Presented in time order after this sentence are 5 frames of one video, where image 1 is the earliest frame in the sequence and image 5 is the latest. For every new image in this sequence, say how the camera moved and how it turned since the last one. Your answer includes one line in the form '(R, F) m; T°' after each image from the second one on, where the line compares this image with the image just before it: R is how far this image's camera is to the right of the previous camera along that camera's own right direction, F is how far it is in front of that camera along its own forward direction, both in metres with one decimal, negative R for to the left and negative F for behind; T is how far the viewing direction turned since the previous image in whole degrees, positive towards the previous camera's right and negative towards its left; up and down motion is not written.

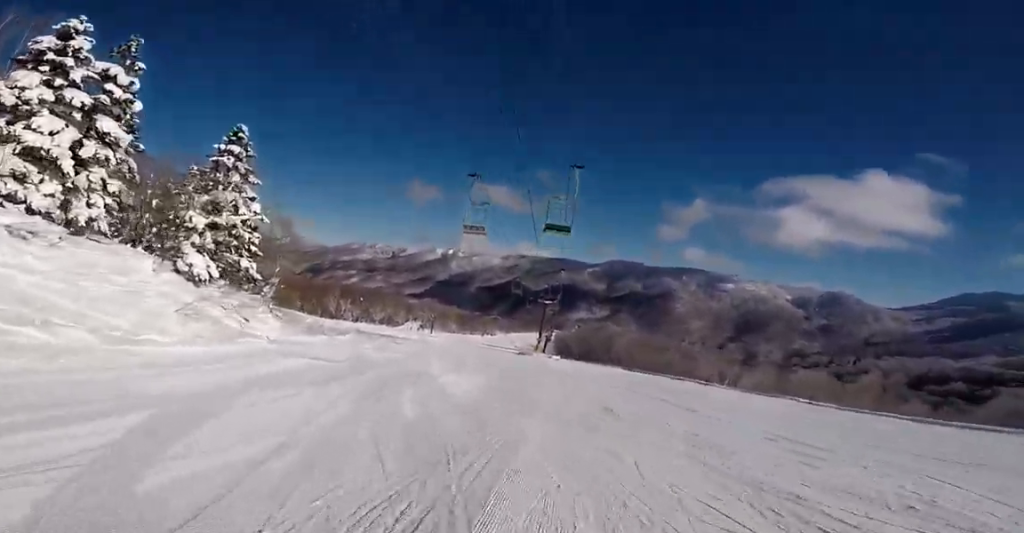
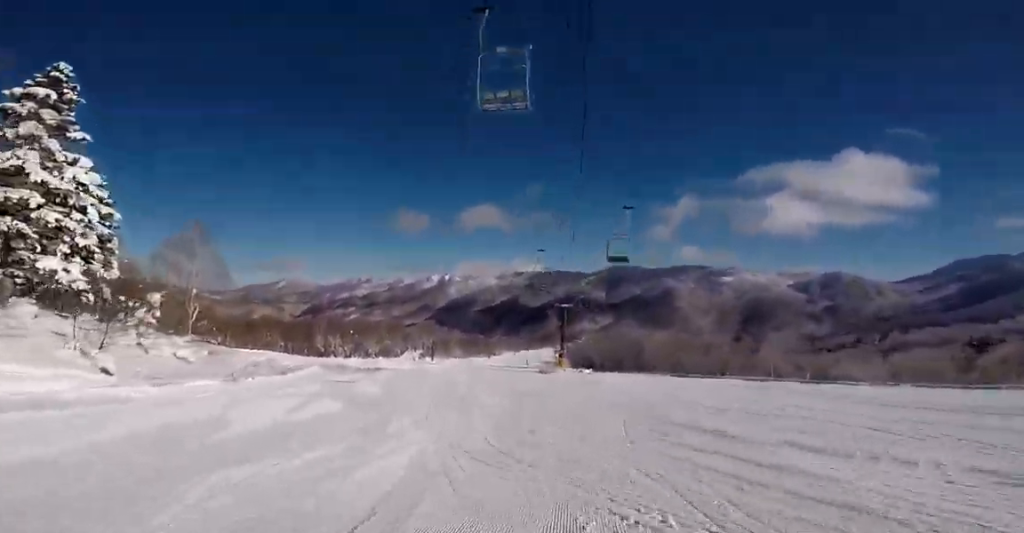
(0.0, +15.2) m; 0°
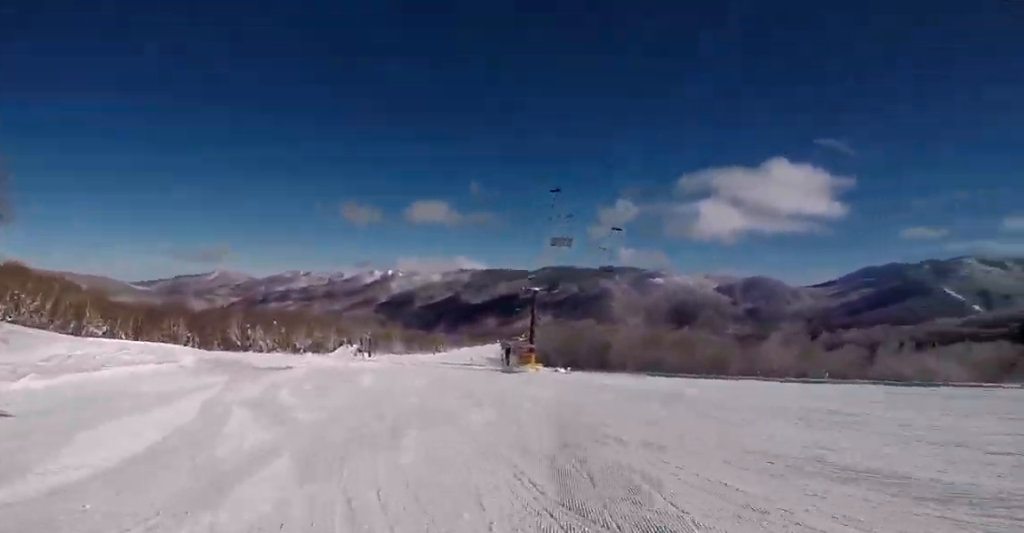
(0.0, +14.5) m; +1°
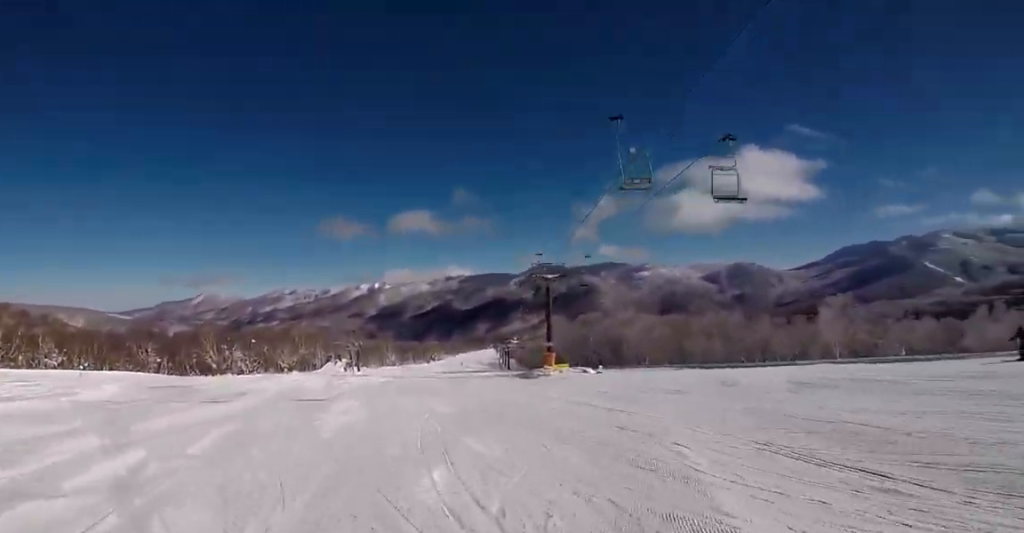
(-0.1, +9.1) m; +2°
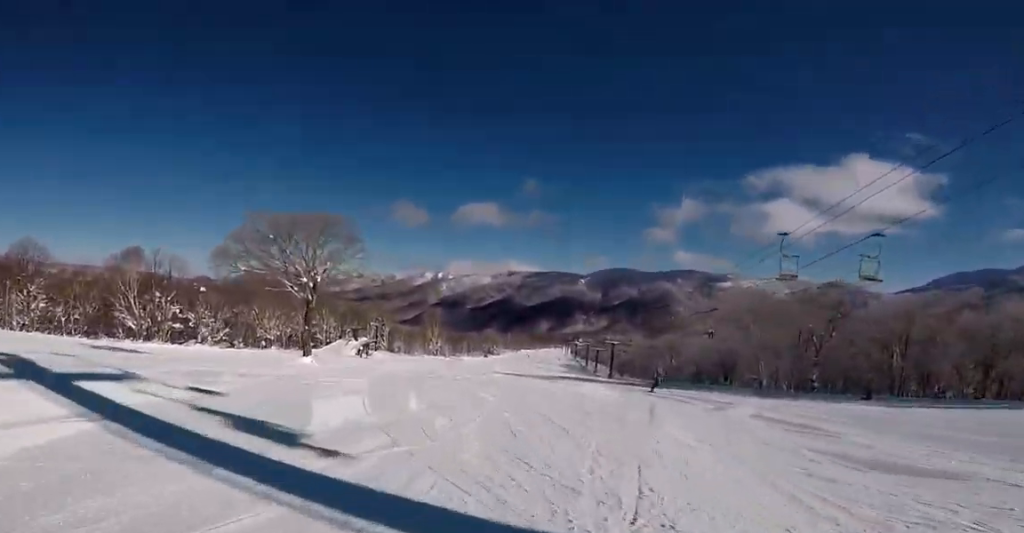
(+1.1, +47.4) m; +1°
